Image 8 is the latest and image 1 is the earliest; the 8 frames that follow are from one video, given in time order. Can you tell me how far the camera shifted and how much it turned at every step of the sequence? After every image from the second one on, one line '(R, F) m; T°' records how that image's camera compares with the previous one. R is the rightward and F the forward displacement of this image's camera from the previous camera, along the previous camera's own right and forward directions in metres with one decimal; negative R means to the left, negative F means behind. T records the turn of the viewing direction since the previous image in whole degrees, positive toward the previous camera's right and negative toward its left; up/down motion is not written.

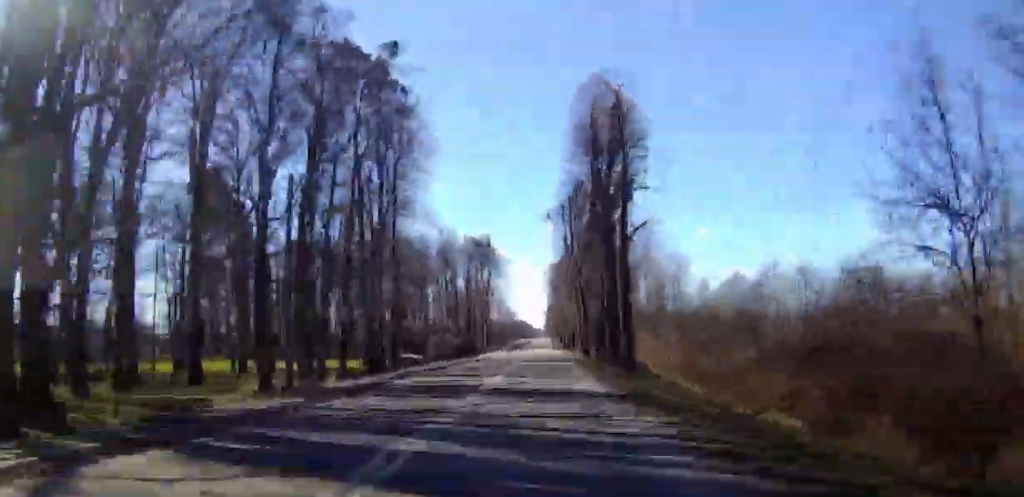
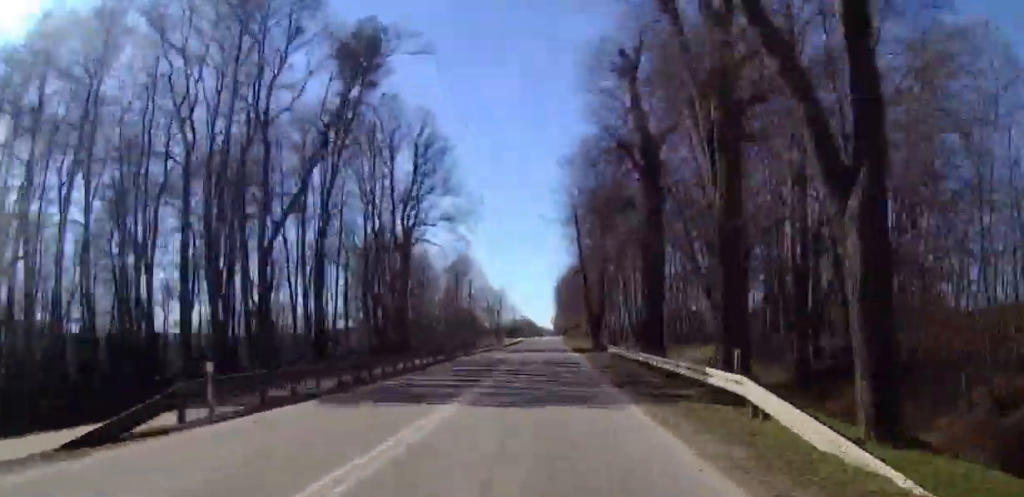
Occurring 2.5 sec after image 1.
(0.0, +112.7) m; 0°
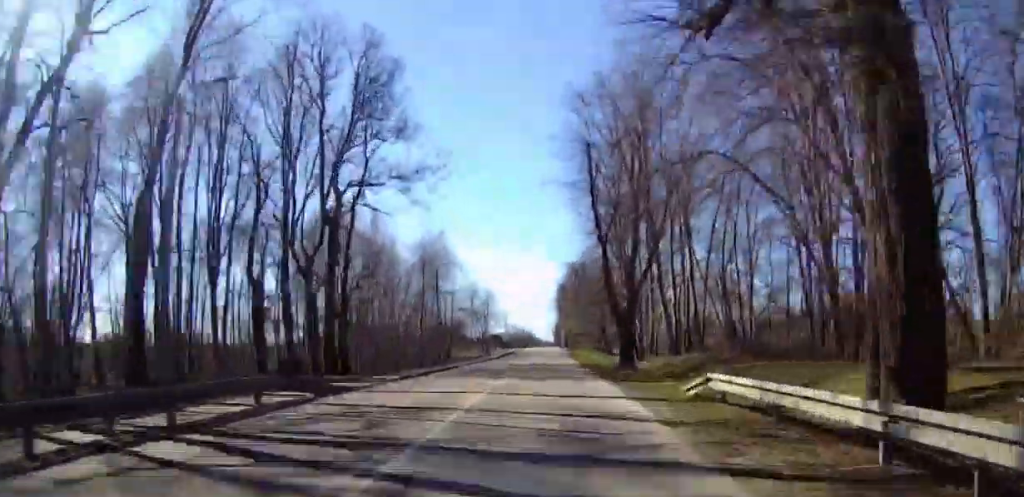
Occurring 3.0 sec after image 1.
(0.0, +23.1) m; 0°
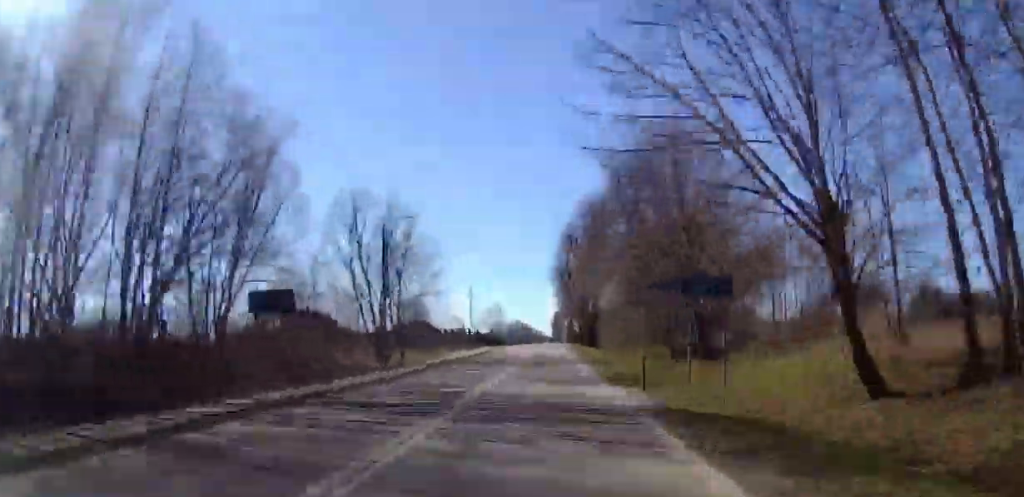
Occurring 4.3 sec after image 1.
(0.0, +61.6) m; 0°
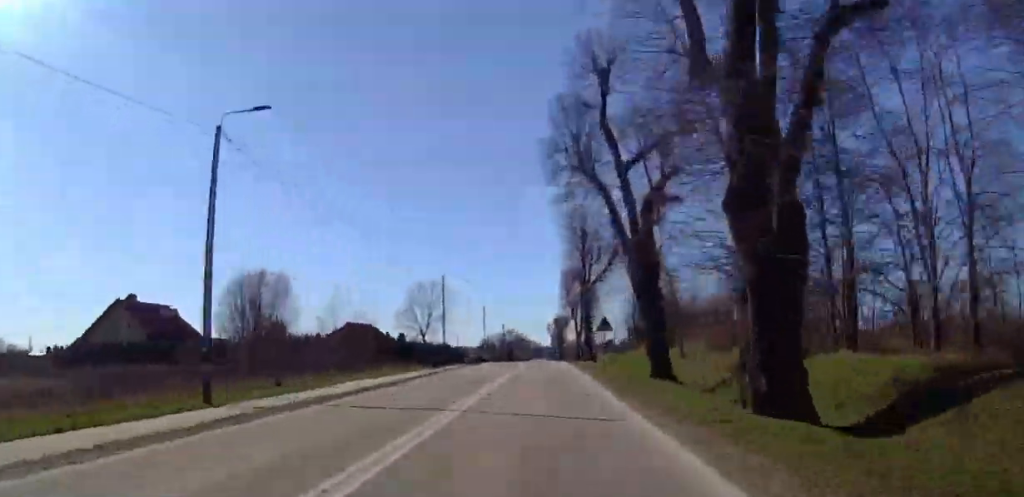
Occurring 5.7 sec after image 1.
(0.0, +63.3) m; 0°
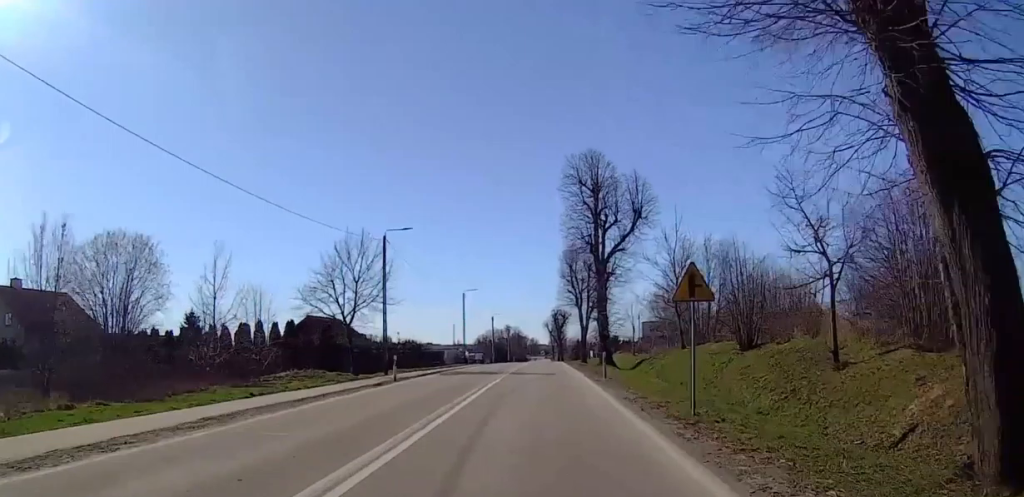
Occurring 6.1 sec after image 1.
(0.0, +21.6) m; 0°
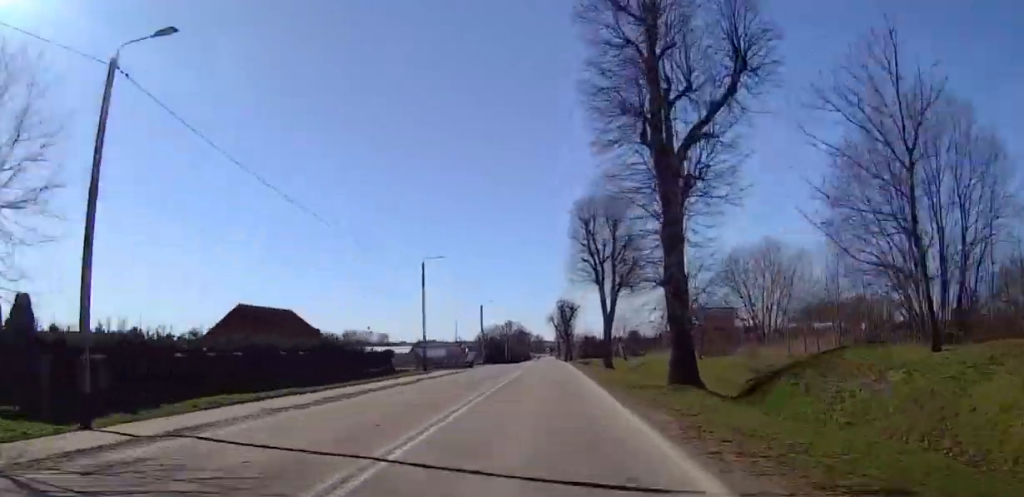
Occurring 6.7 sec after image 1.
(0.0, +27.8) m; 0°
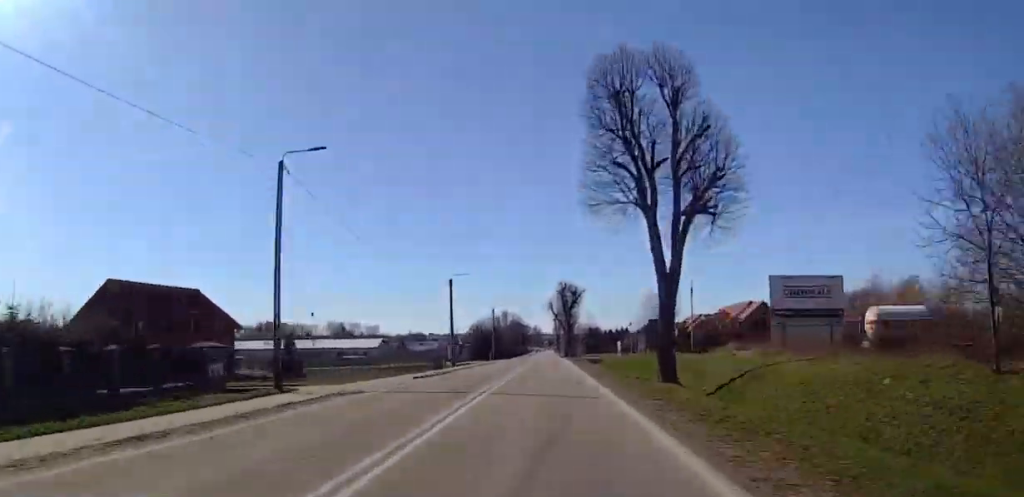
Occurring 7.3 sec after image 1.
(0.0, +27.8) m; 0°
